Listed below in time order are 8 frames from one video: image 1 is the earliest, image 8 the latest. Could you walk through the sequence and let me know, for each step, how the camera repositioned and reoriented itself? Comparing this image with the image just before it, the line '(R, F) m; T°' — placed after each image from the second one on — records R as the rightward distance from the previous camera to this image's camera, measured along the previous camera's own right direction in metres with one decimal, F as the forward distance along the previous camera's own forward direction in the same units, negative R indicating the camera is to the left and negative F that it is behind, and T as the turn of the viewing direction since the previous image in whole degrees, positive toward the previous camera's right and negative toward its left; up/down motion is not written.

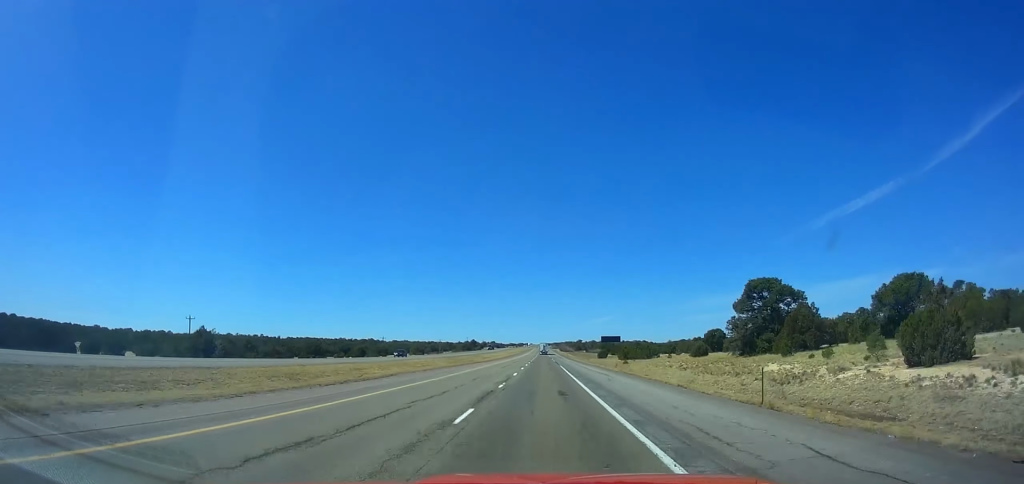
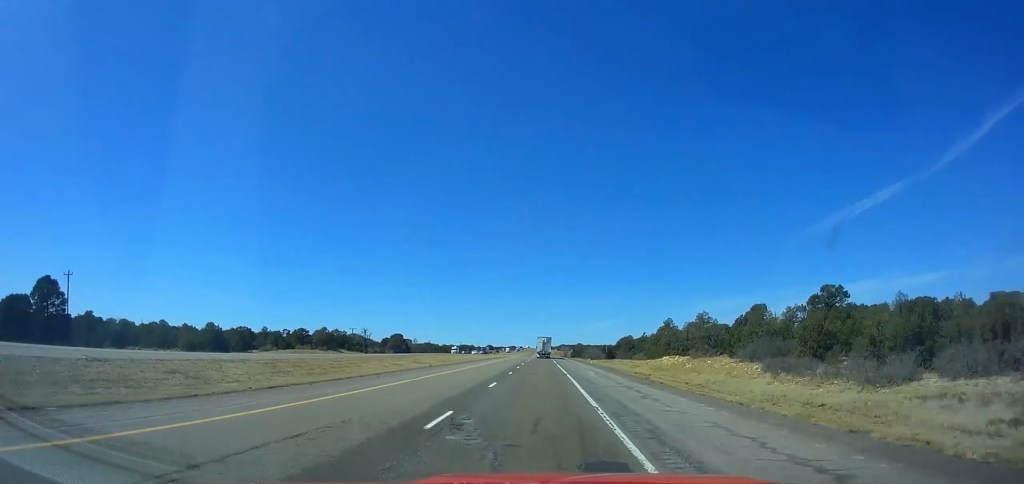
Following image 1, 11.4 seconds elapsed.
(-0.8, +402.8) m; 0°
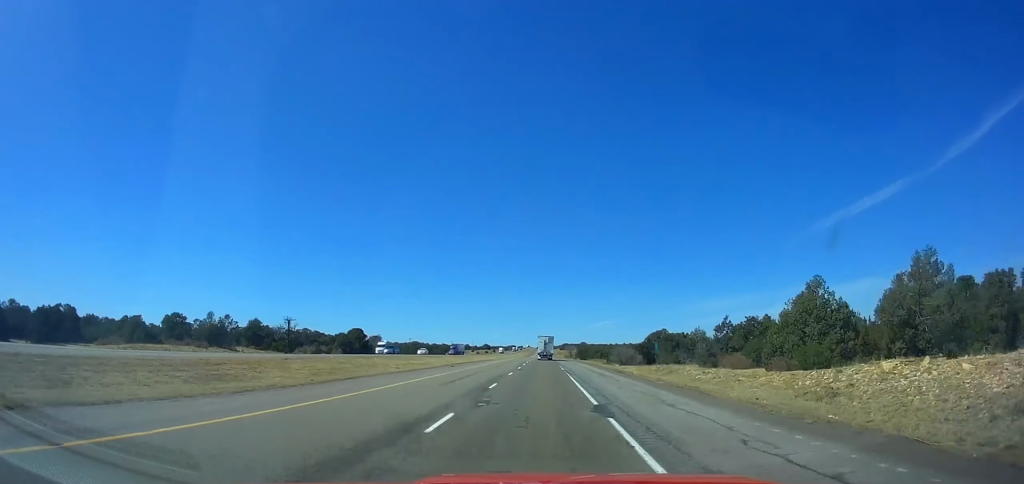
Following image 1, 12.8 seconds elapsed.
(-0.4, +49.5) m; 0°
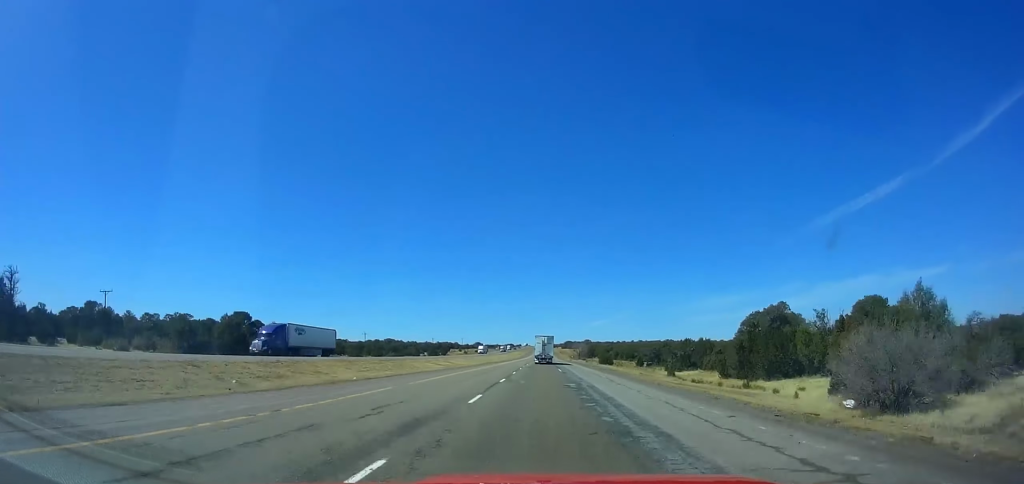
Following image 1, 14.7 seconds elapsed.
(-0.2, +67.2) m; -1°
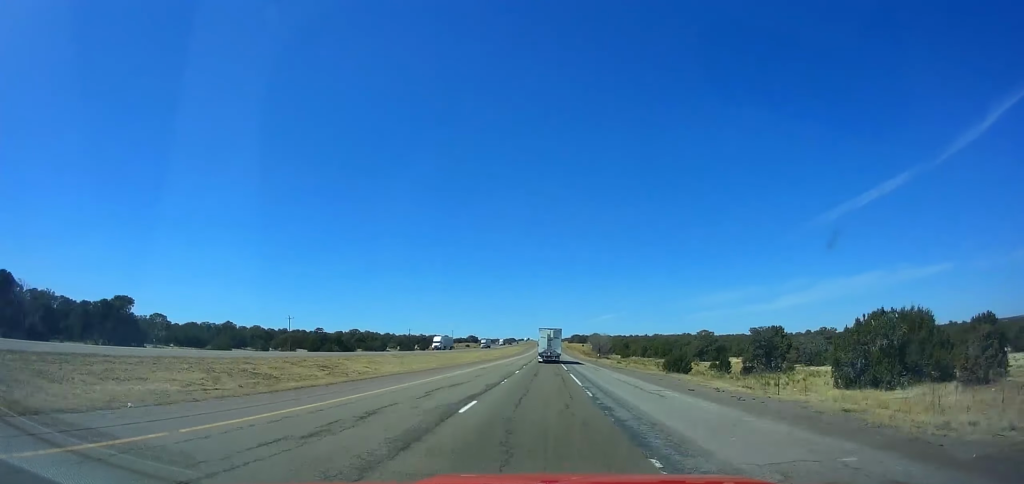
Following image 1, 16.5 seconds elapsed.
(-0.5, +63.0) m; 0°
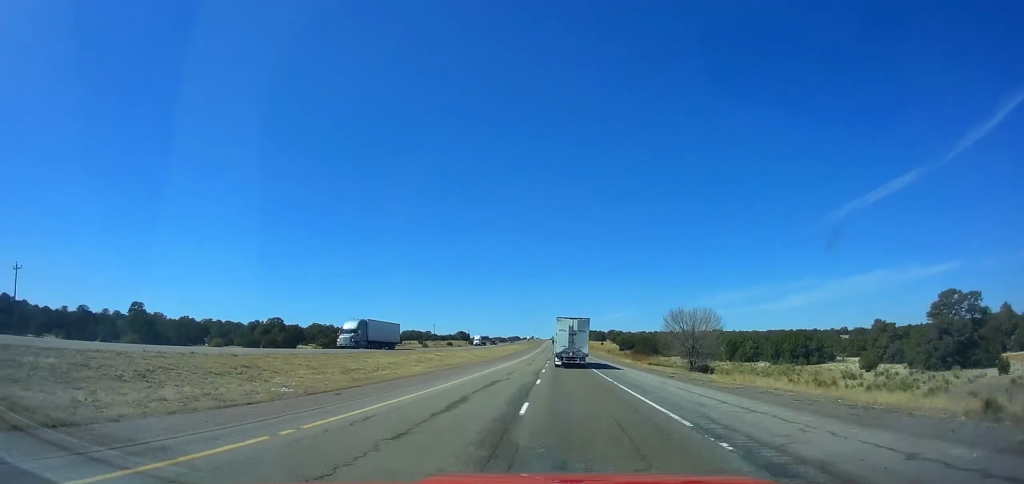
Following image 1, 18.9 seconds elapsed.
(-0.2, +82.7) m; 0°
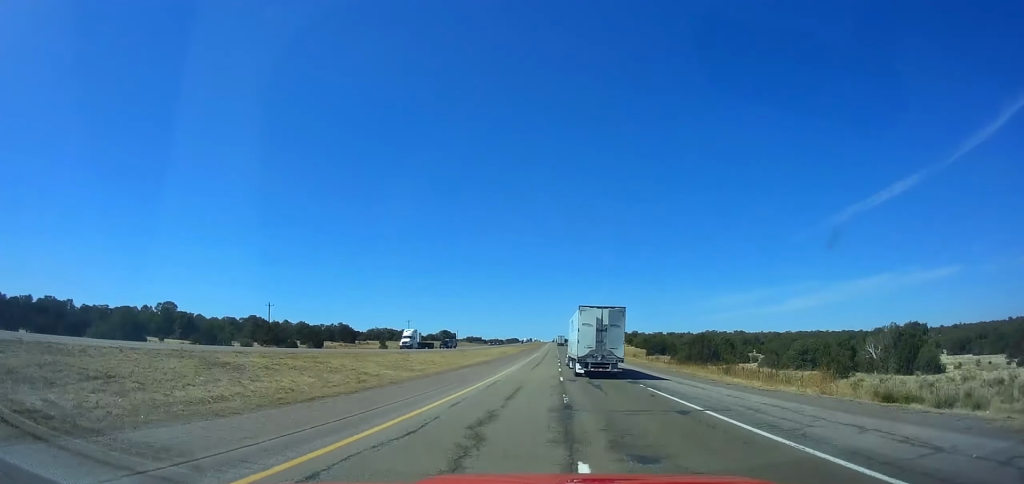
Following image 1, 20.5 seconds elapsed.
(-0.2, +54.5) m; 0°
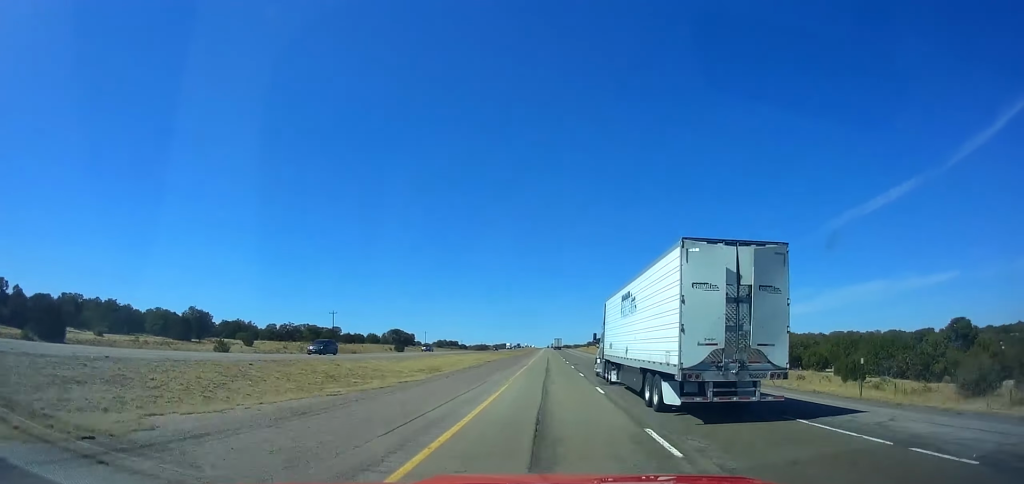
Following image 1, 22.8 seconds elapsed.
(+0.6, +75.4) m; 0°
